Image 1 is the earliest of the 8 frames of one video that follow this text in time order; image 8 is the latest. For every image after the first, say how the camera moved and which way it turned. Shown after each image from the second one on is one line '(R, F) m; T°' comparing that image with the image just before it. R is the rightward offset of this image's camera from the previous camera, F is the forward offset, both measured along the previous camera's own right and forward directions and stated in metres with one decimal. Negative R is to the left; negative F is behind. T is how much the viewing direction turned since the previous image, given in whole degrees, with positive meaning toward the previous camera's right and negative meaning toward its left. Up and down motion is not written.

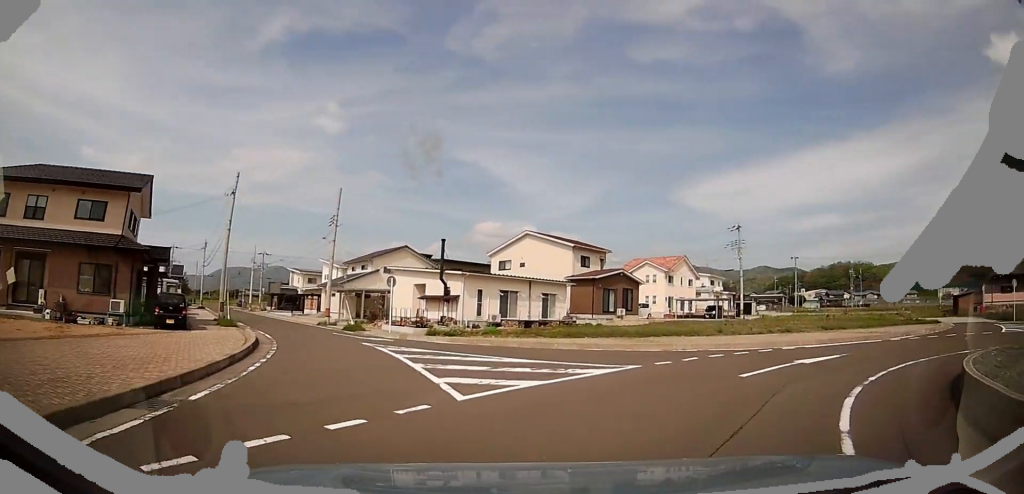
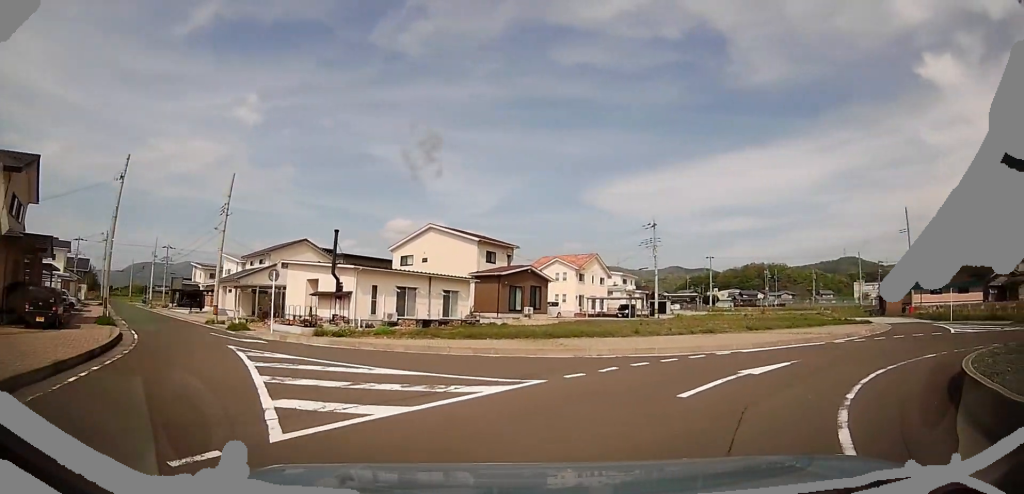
(+0.4, +2.6) m; +14°
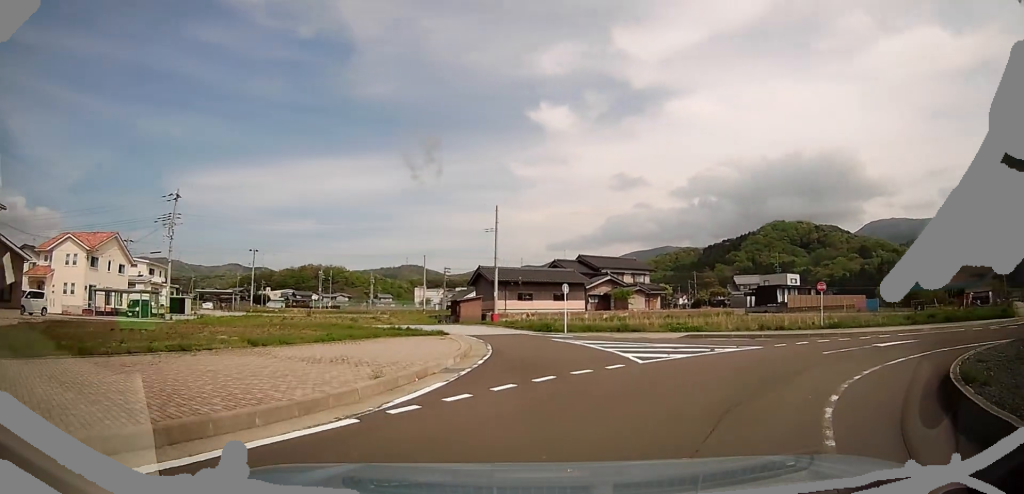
(+6.3, +9.4) m; +58°
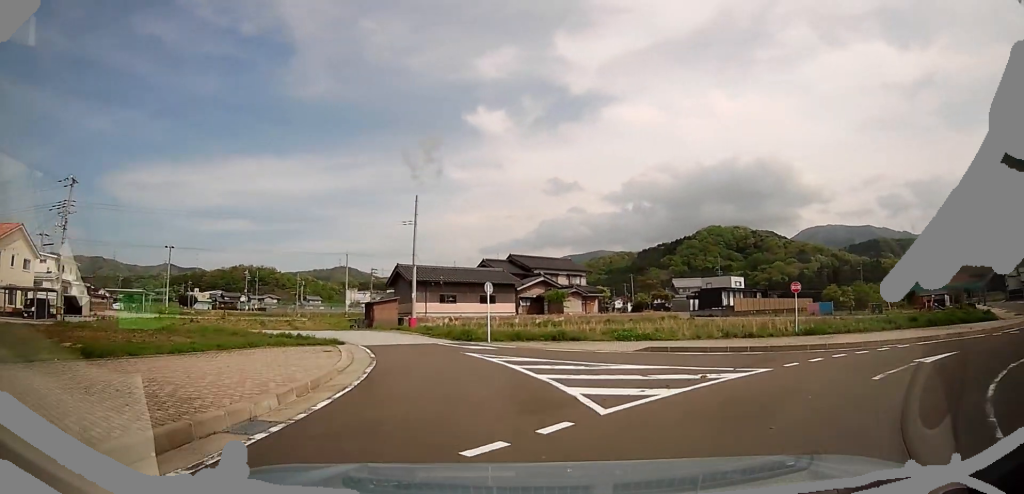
(+0.3, +5.1) m; -3°
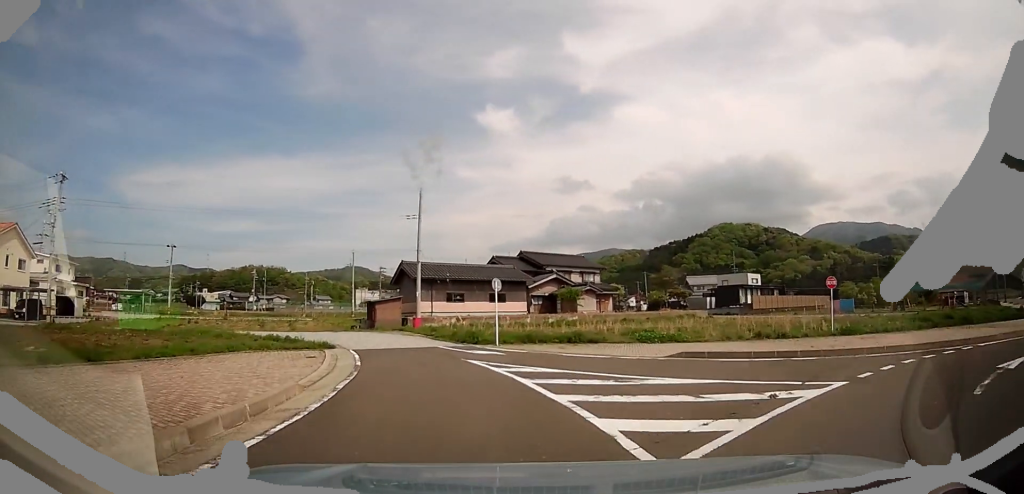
(-0.1, +2.1) m; -2°
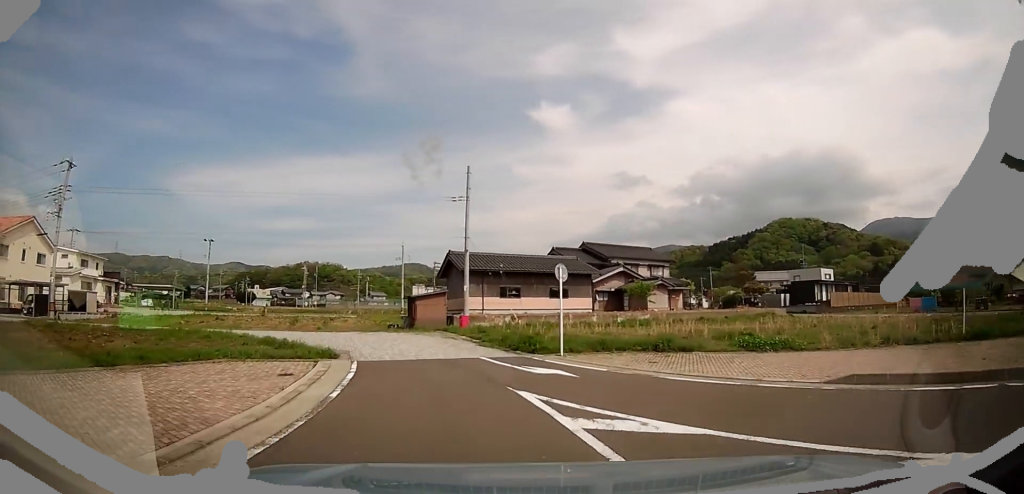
(-0.4, +4.4) m; -2°
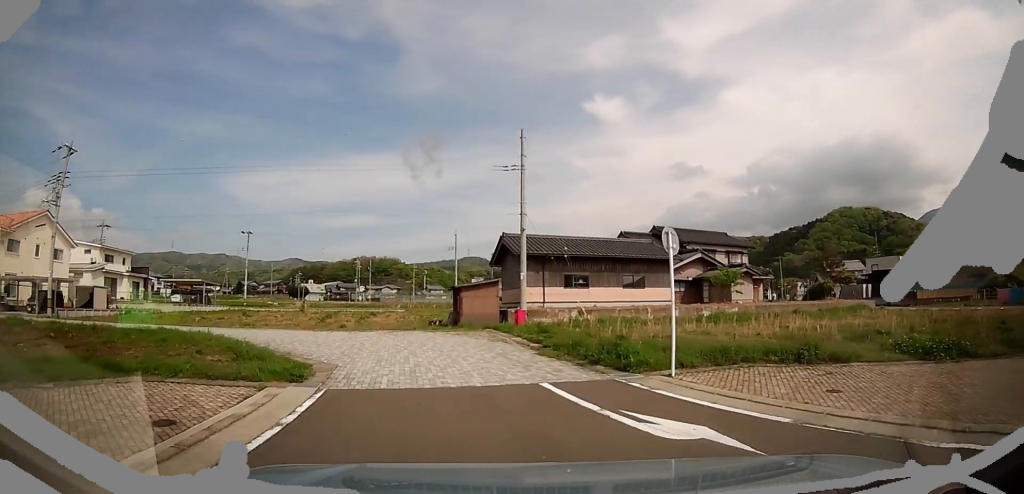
(+0.2, +4.9) m; -10°
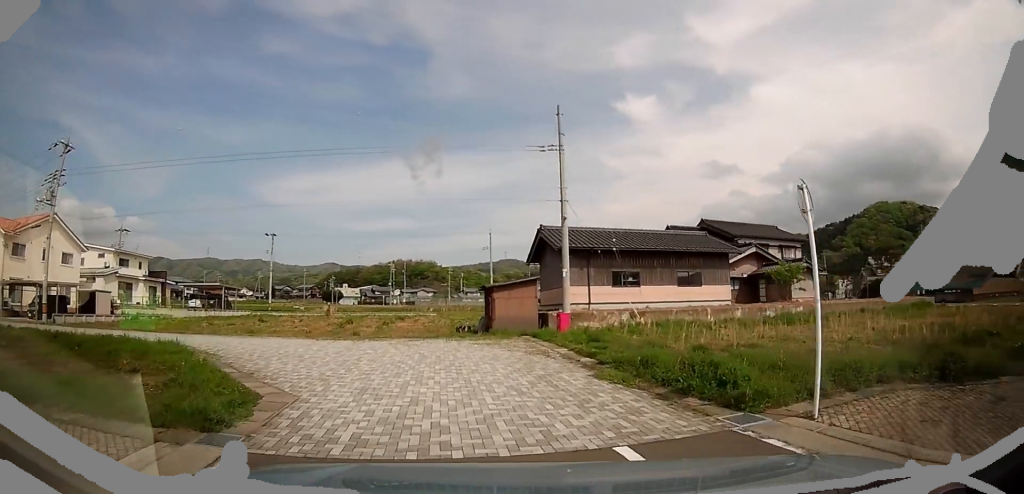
(-0.7, +3.2) m; -11°
